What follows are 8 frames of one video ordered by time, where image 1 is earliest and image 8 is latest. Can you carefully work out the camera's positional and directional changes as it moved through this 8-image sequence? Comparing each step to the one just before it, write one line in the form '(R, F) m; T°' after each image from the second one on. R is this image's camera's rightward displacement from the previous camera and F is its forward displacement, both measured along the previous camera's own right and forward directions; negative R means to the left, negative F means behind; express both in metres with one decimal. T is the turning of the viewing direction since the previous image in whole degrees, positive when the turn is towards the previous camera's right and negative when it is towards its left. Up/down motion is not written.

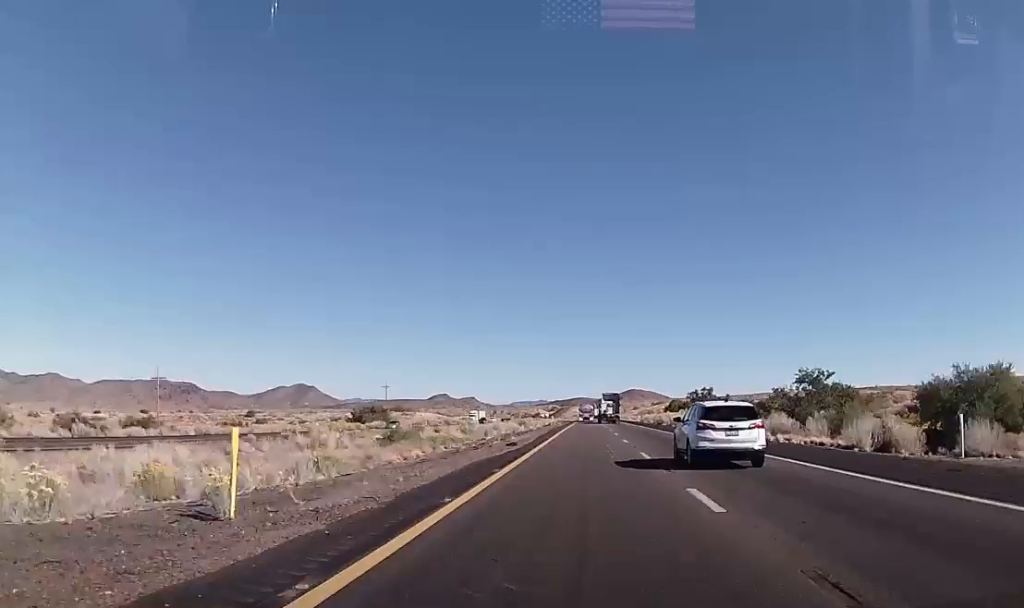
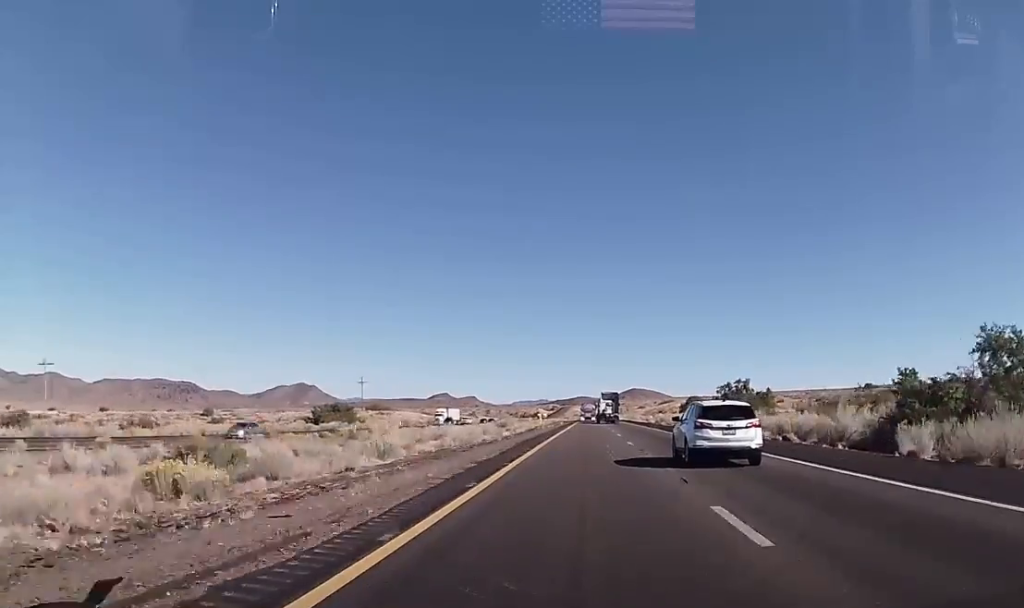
(+0.1, +27.8) m; 0°
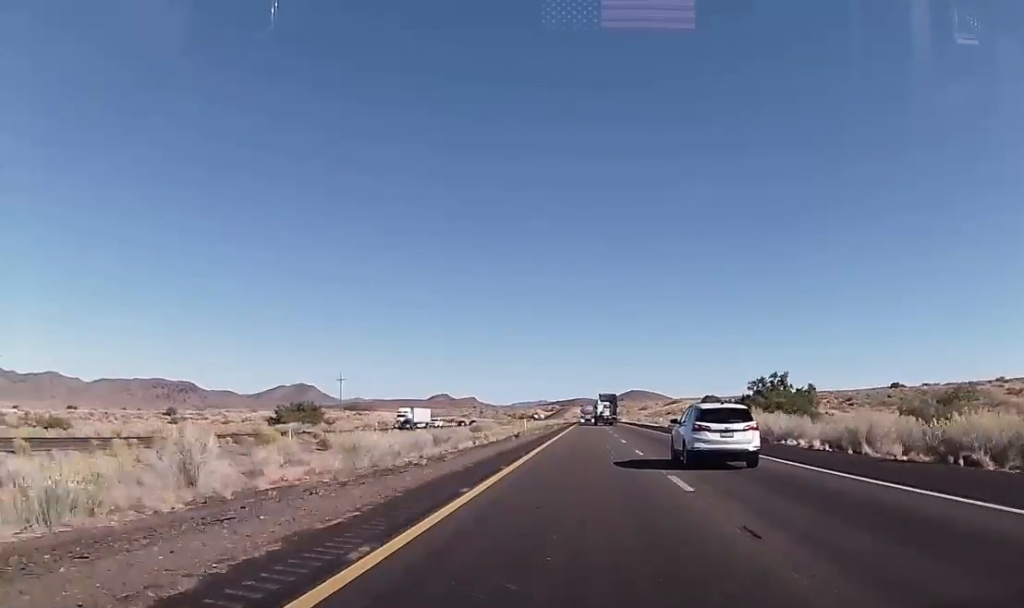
(+0.3, +19.0) m; 0°
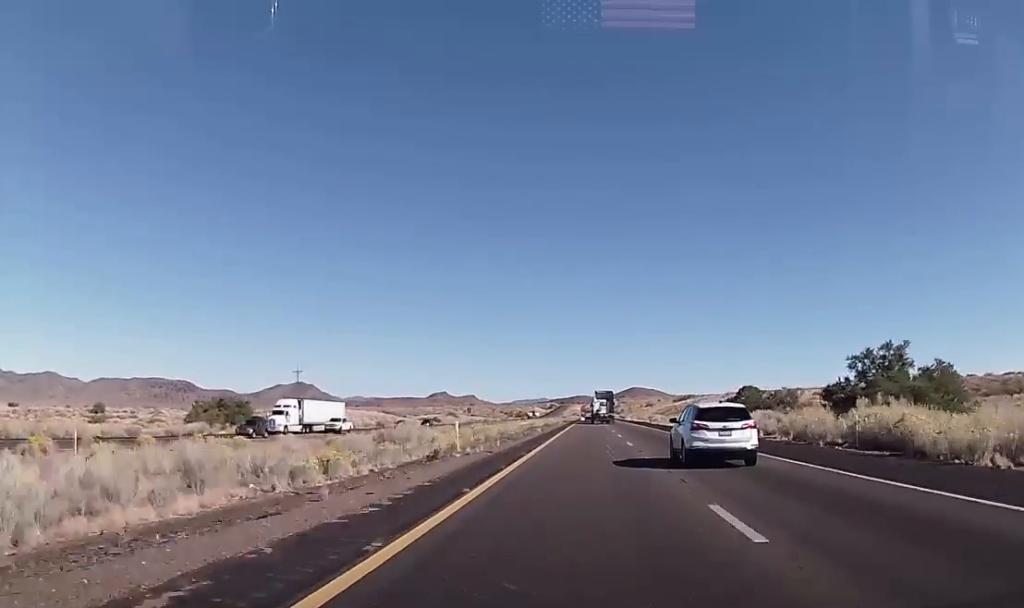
(-0.2, +30.3) m; 0°
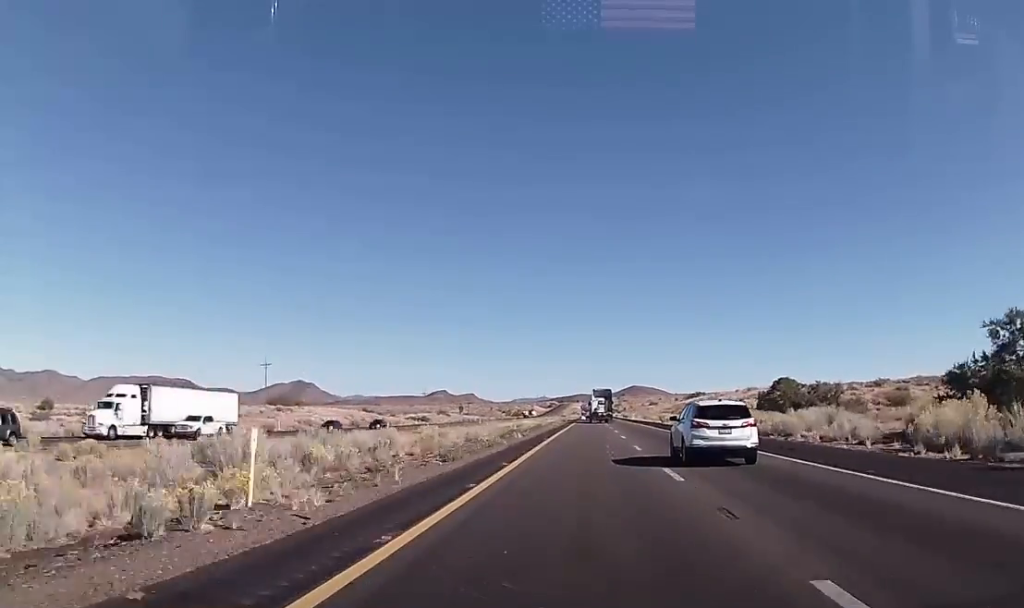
(-0.1, +17.7) m; 0°
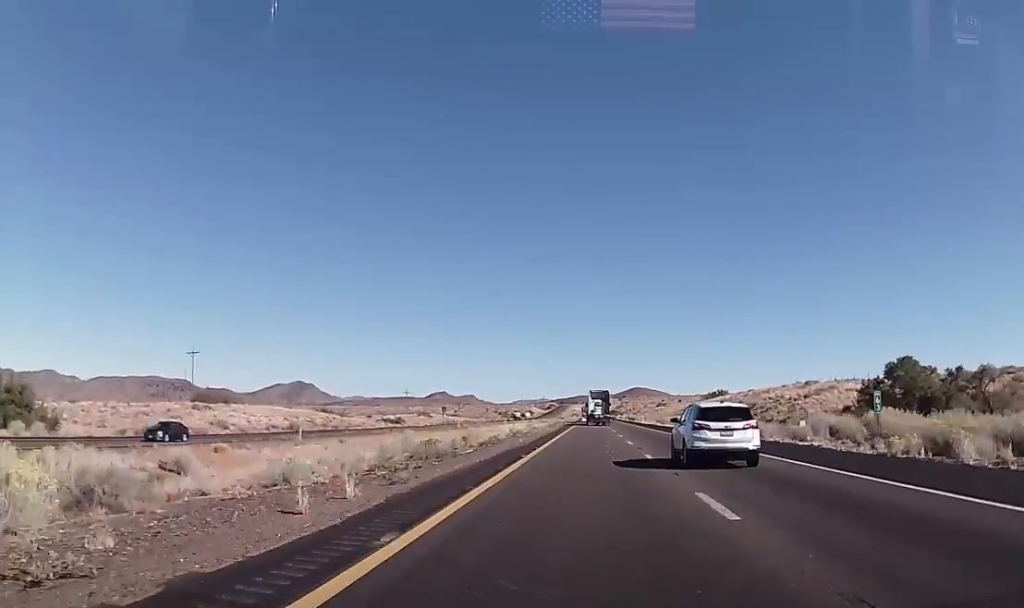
(0.0, +30.2) m; 0°
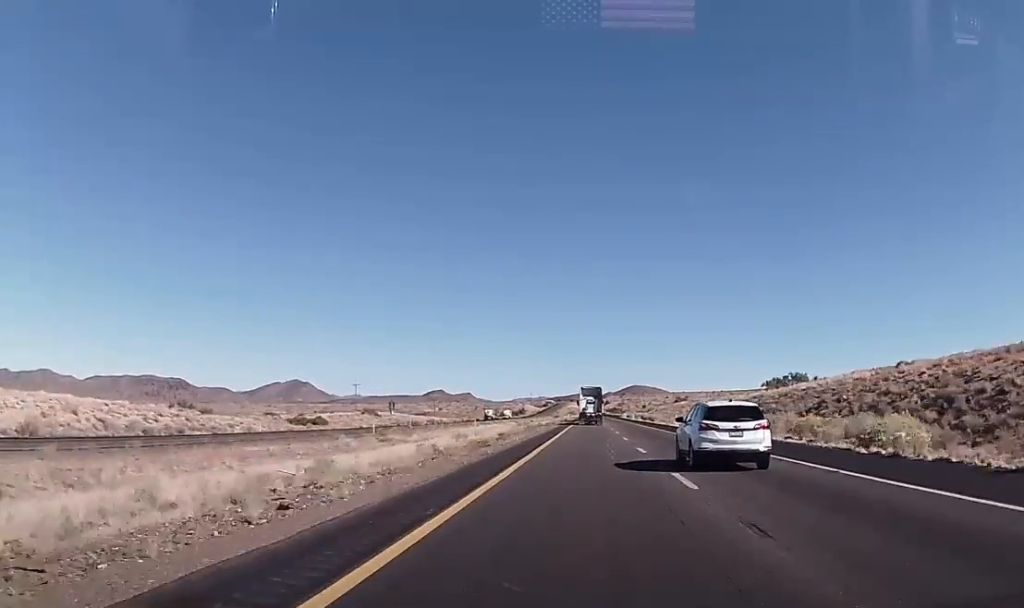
(0.0, +57.9) m; 0°
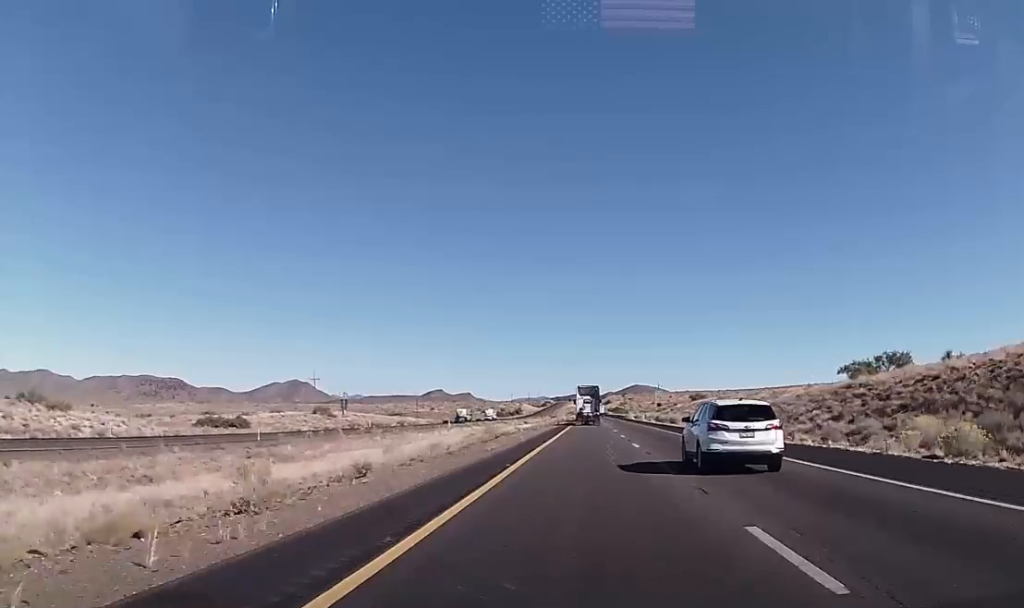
(0.0, +32.7) m; 0°
